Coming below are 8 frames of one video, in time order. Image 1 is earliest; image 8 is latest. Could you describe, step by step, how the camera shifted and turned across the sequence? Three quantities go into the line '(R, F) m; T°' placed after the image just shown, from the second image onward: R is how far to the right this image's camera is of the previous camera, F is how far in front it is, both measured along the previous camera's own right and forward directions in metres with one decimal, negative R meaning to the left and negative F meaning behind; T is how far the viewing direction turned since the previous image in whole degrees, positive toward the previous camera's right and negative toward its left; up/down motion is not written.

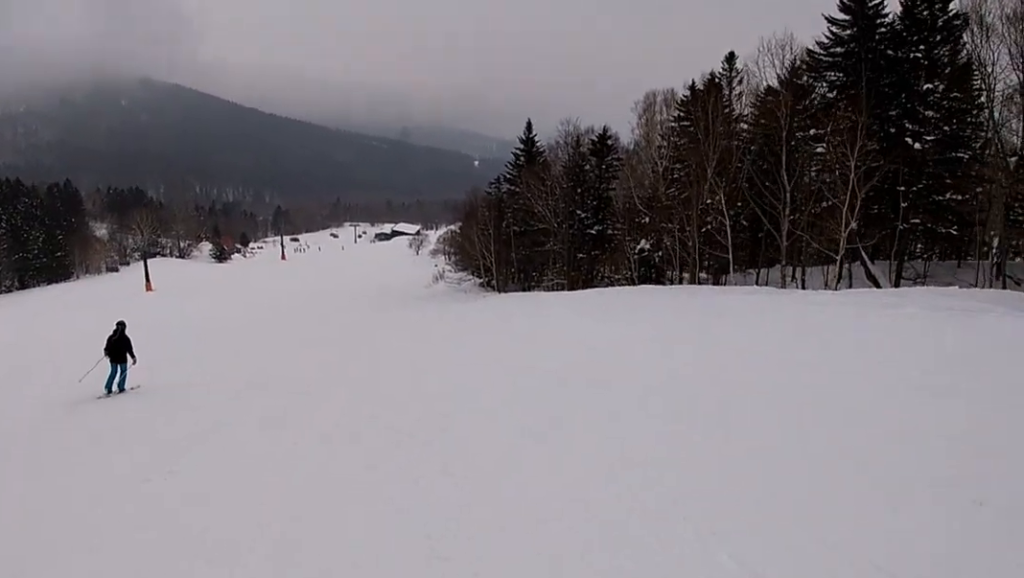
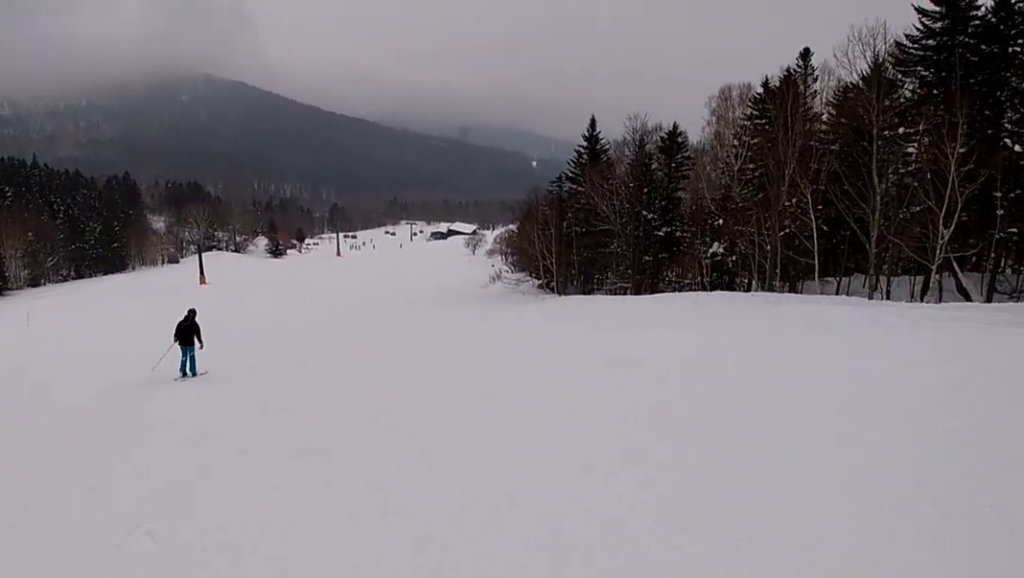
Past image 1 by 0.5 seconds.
(0.0, +2.4) m; 0°
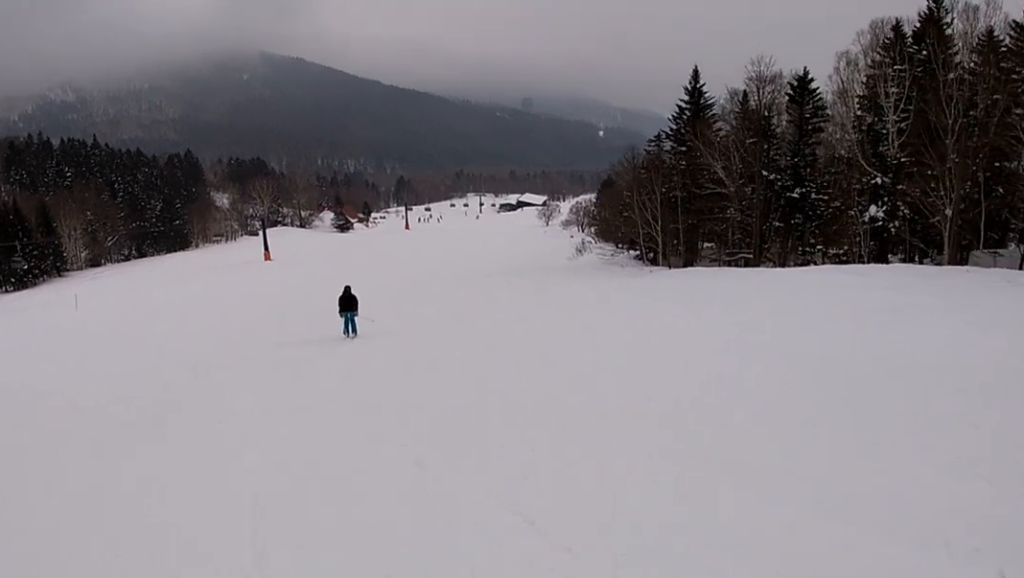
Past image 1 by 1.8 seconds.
(0.0, +7.5) m; 0°
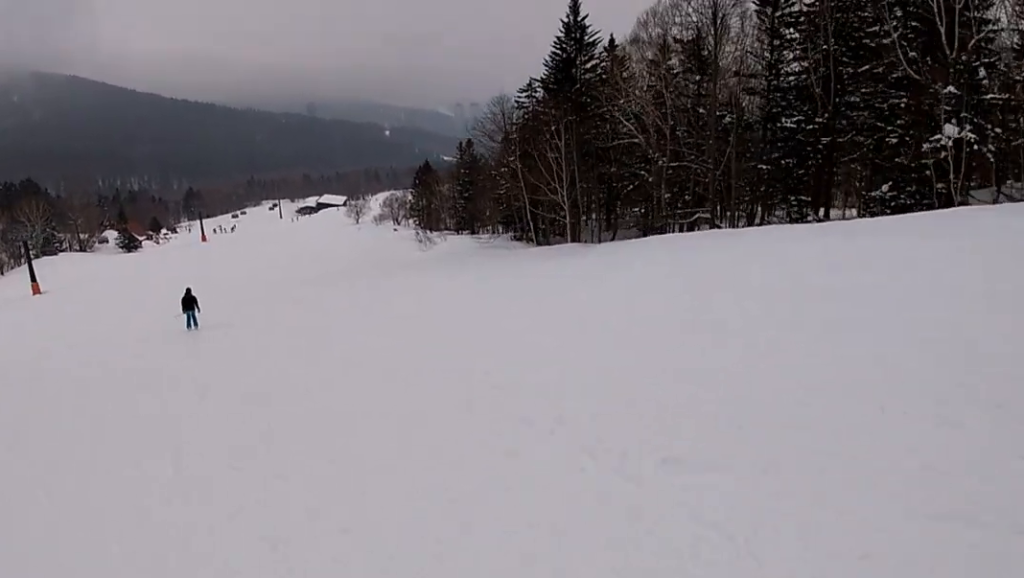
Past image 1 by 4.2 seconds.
(+0.4, +19.2) m; +10°
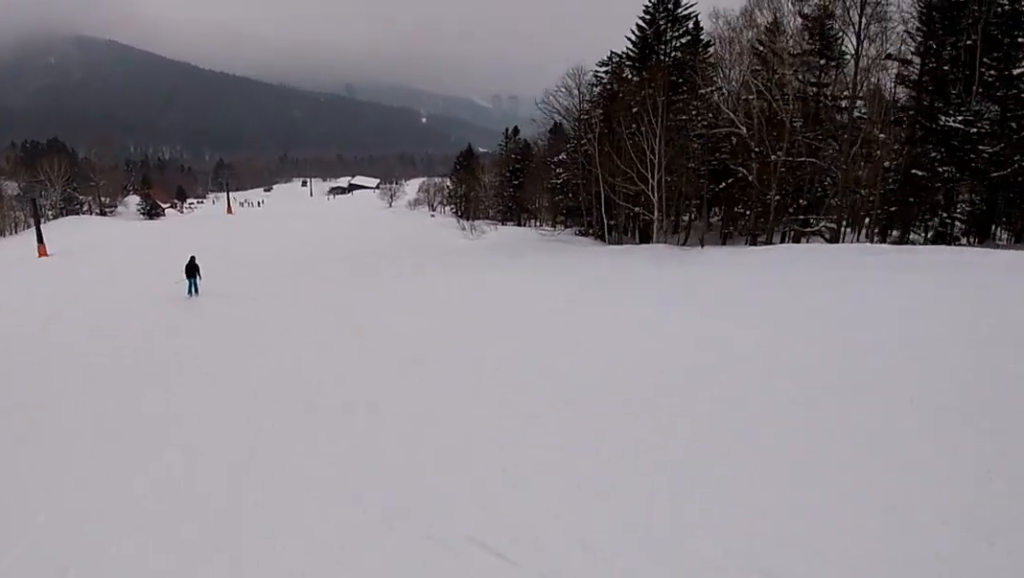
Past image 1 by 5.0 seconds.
(+1.1, +7.5) m; -1°
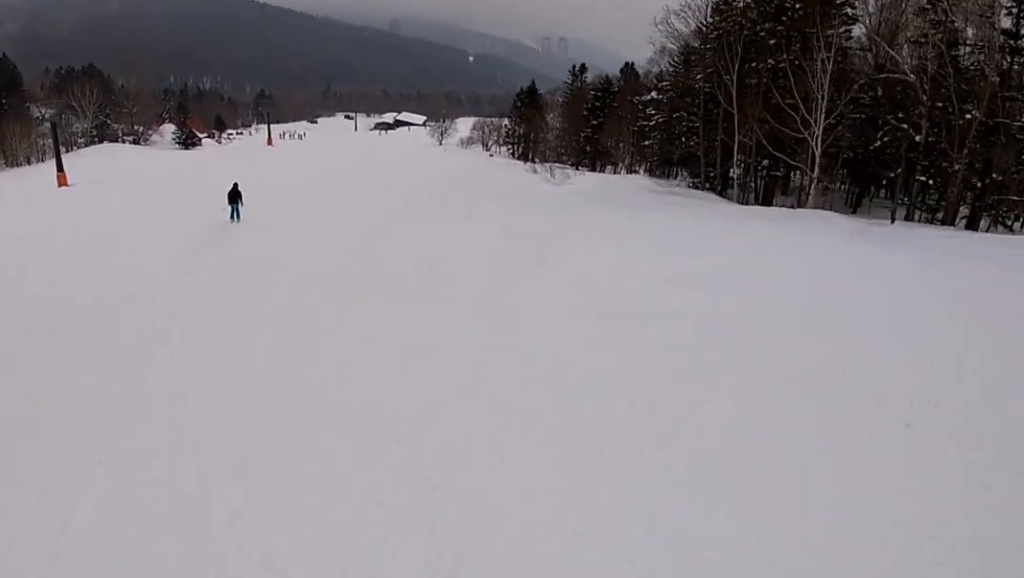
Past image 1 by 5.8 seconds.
(-1.0, +8.7) m; -6°
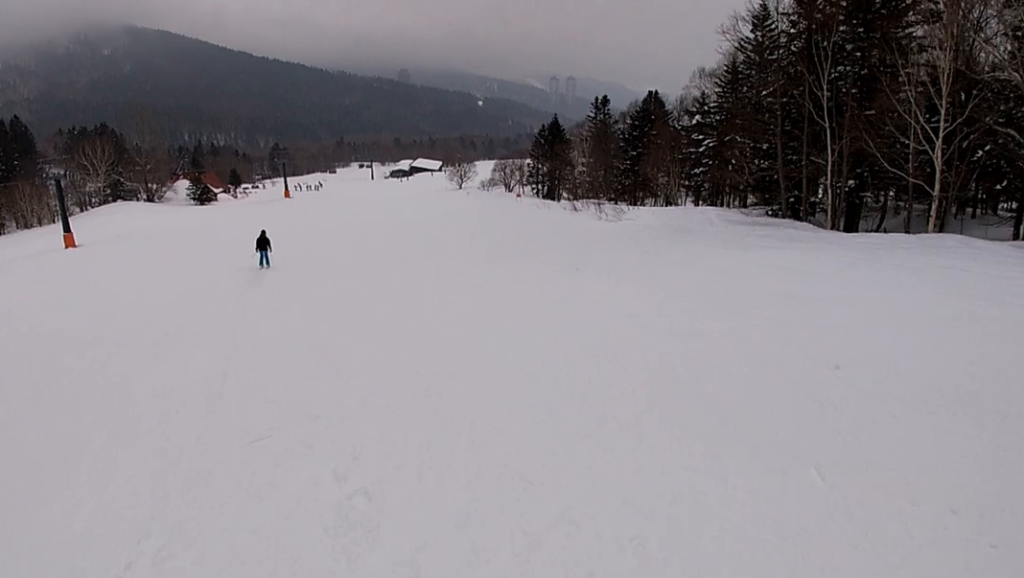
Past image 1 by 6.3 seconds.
(-0.2, +5.9) m; 0°
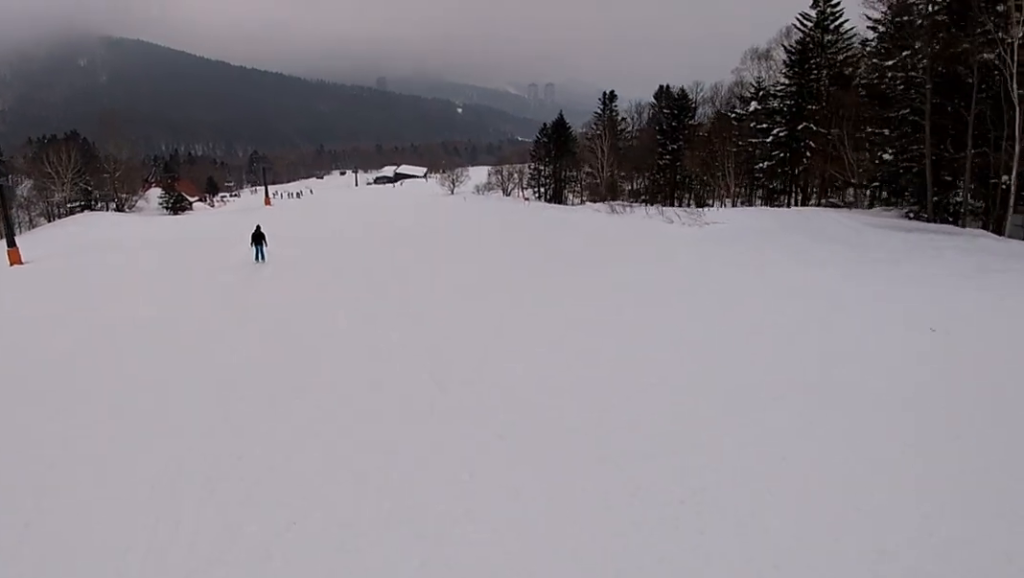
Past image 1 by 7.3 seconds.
(+0.3, +10.8) m; +6°
